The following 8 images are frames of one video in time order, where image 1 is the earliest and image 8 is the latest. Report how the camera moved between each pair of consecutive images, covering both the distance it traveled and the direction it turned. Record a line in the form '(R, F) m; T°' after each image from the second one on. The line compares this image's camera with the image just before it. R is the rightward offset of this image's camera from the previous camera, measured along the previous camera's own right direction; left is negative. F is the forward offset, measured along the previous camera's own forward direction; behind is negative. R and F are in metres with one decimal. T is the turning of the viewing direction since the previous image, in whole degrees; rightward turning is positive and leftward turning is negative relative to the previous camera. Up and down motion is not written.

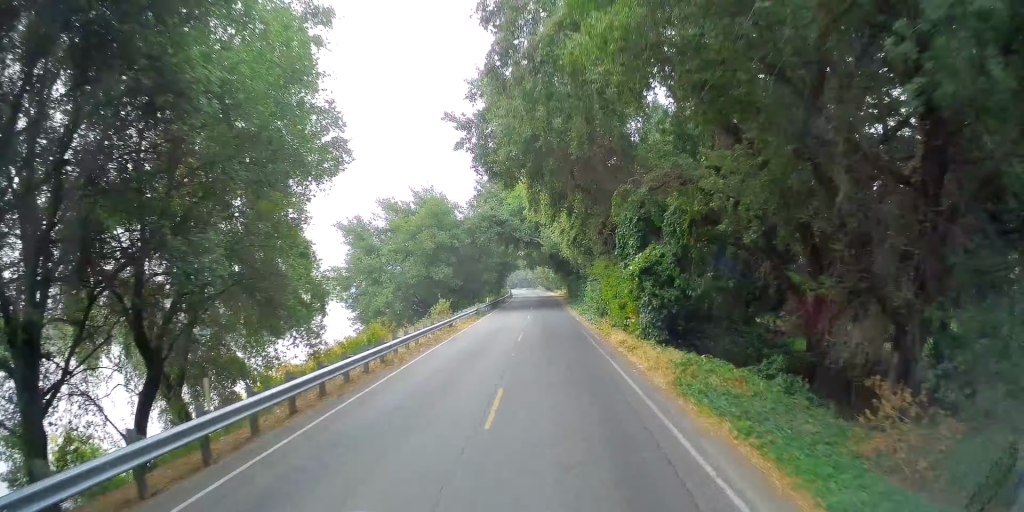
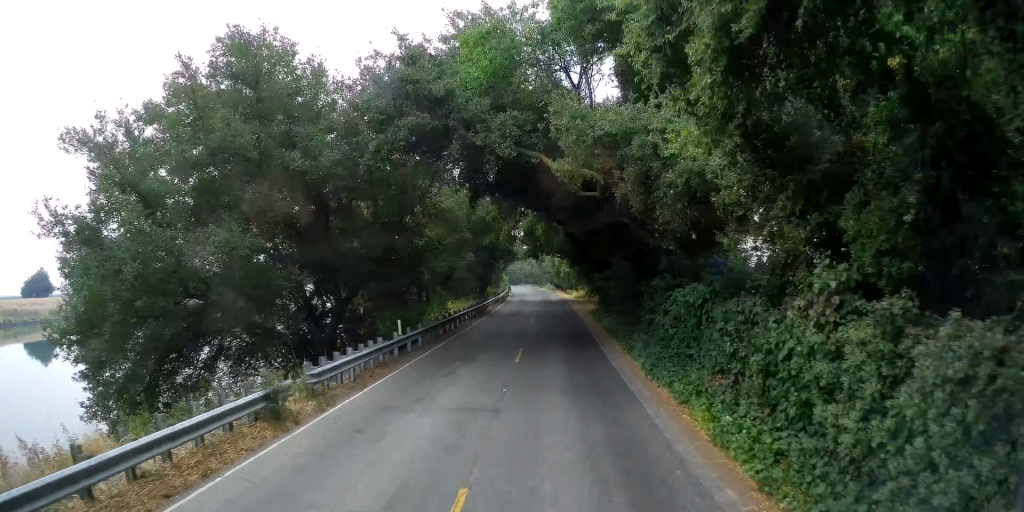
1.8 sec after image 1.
(-0.6, +34.6) m; -1°
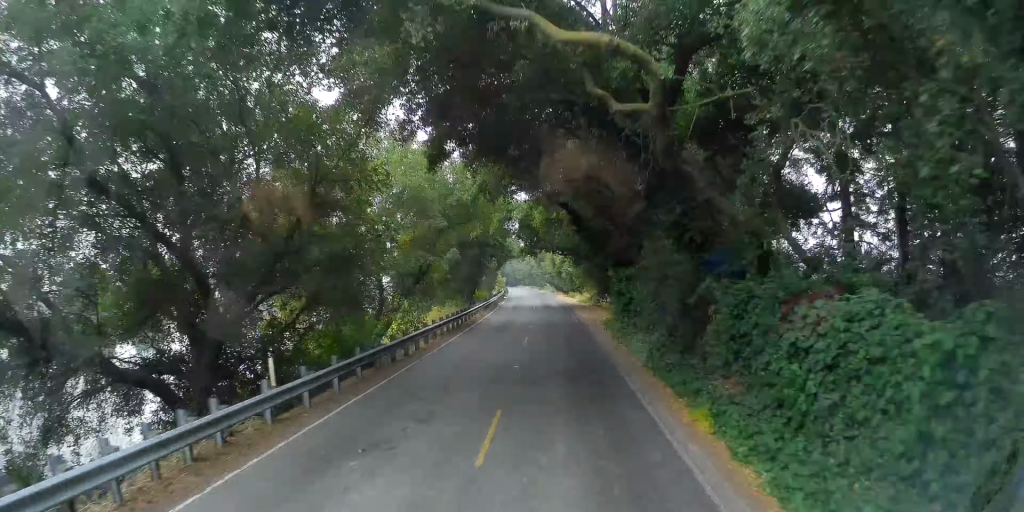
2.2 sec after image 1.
(0.0, +10.0) m; 0°
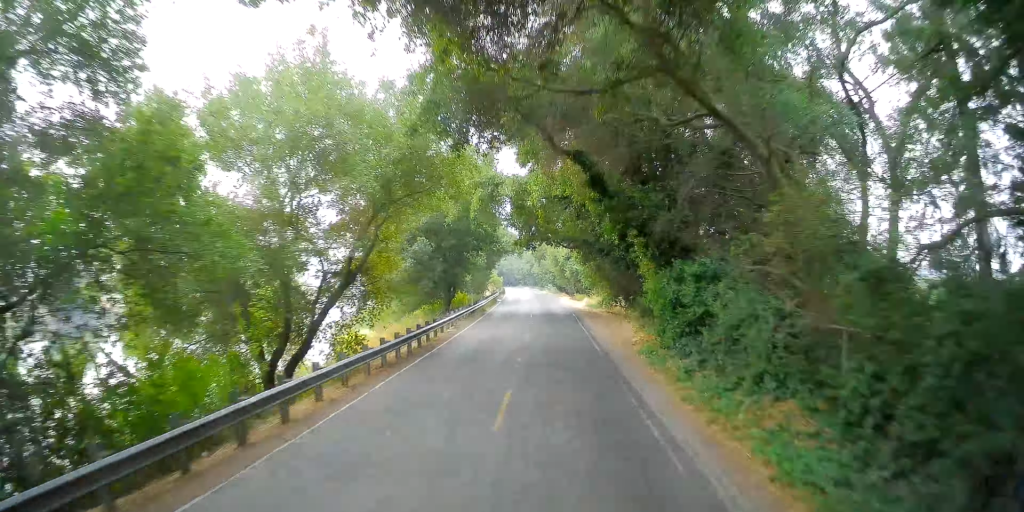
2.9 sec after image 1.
(0.0, +12.4) m; 0°
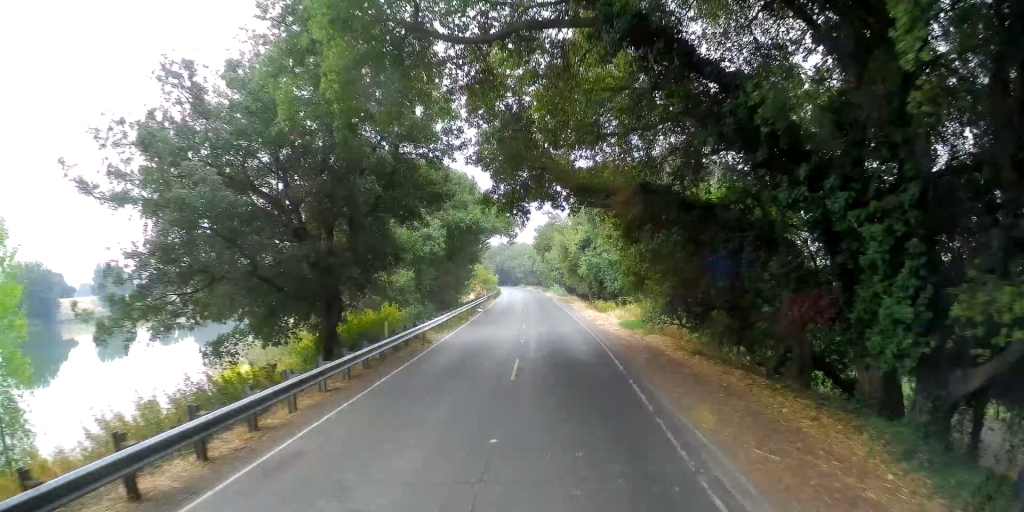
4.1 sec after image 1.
(0.0, +23.6) m; 0°
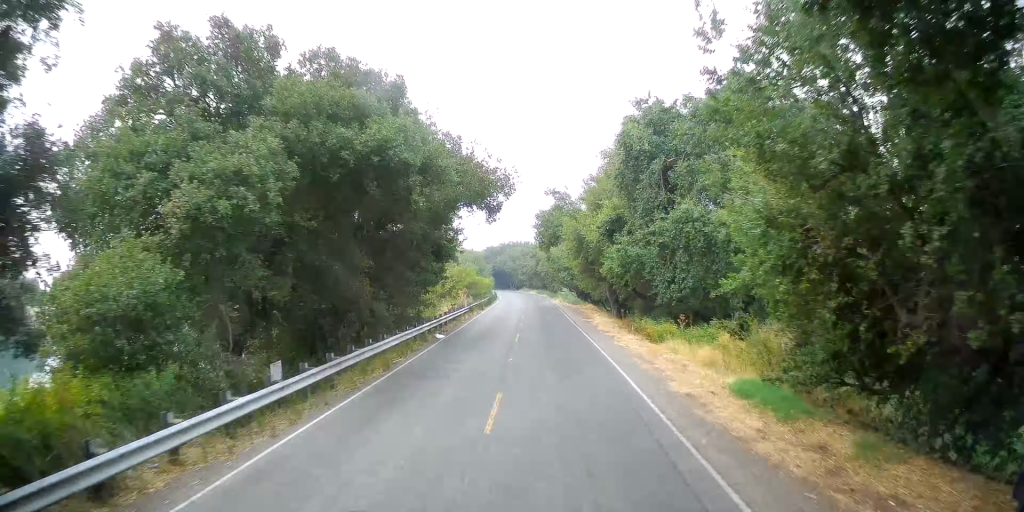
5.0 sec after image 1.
(0.0, +18.4) m; -1°
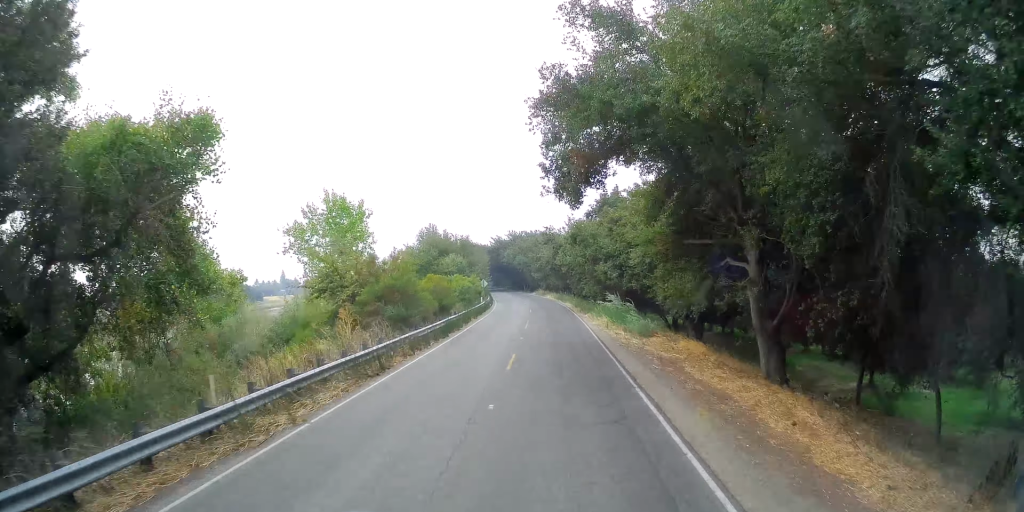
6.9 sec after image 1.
(-0.7, +35.7) m; -2°
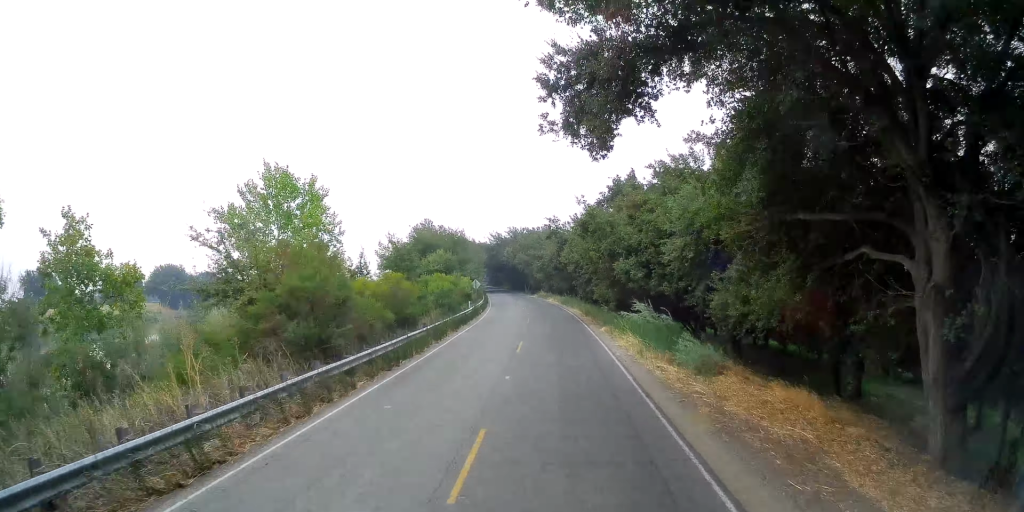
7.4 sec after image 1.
(0.0, +10.0) m; 0°
